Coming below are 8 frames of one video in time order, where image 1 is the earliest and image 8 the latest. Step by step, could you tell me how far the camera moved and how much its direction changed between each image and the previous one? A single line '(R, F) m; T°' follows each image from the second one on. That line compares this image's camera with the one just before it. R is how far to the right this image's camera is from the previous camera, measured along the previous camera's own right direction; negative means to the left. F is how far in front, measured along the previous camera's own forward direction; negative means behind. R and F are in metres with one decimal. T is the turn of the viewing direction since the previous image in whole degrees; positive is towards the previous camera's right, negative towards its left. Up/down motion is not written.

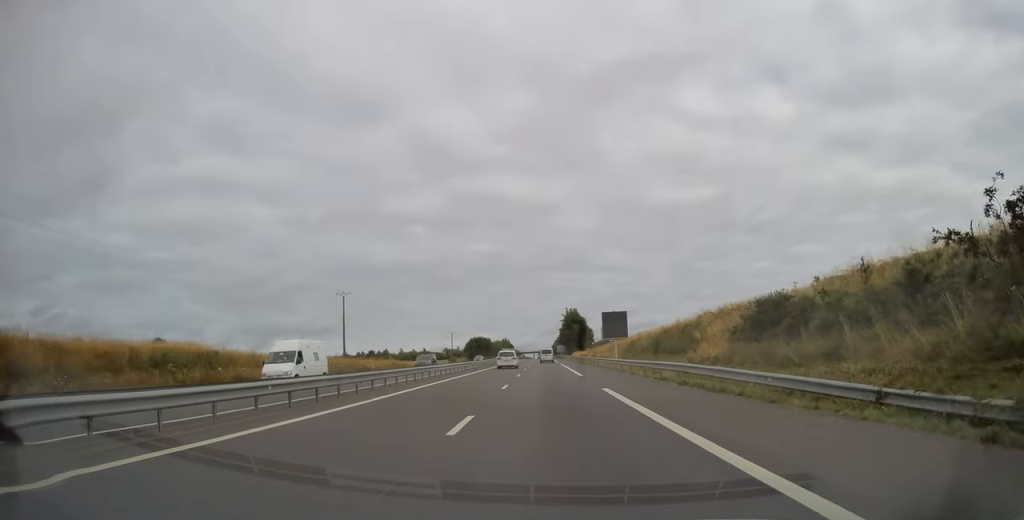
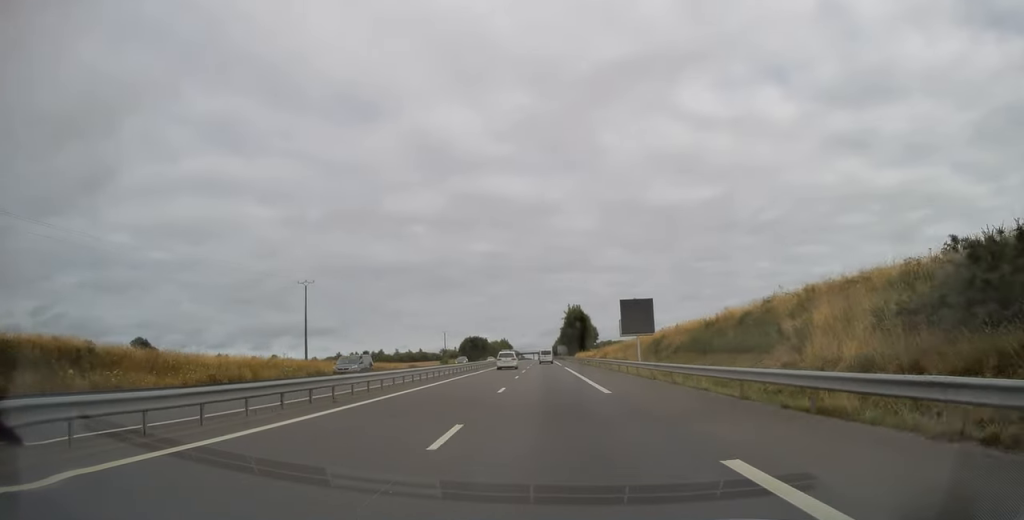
(0.0, +14.4) m; 0°
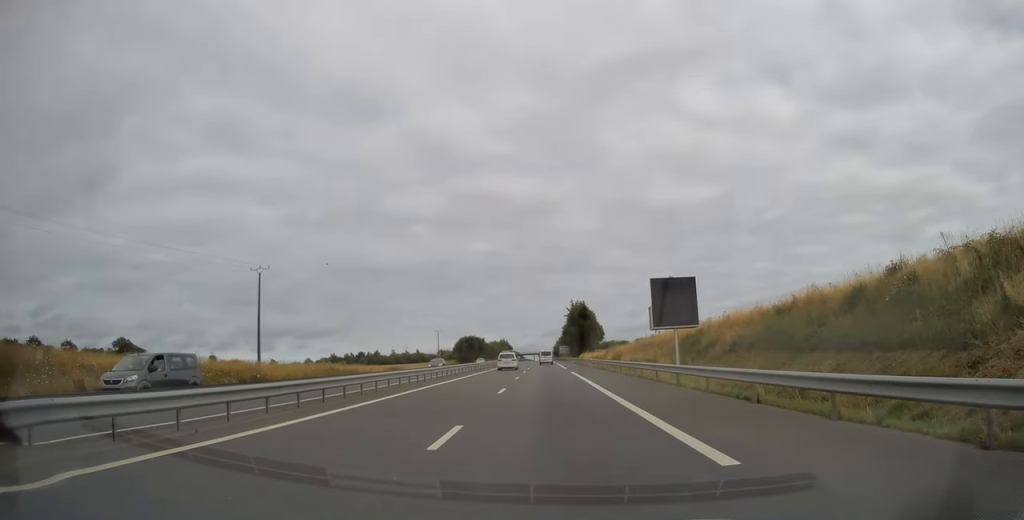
(0.0, +12.9) m; 0°
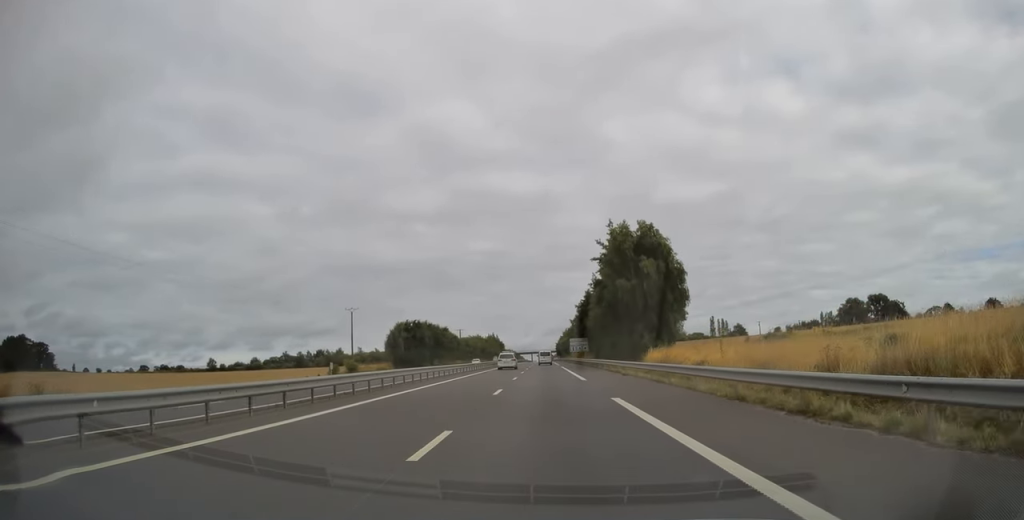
(-0.1, +79.1) m; 0°
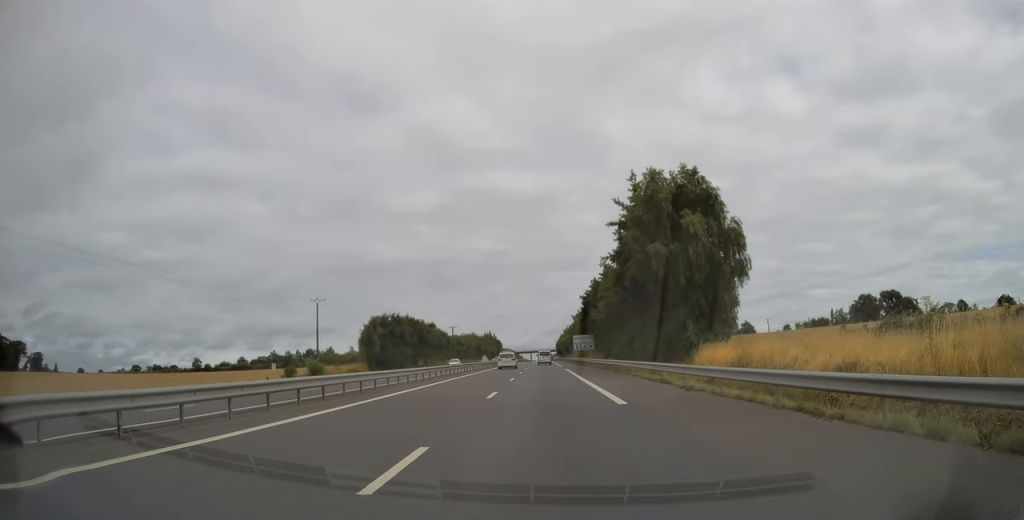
(0.0, +15.0) m; 0°
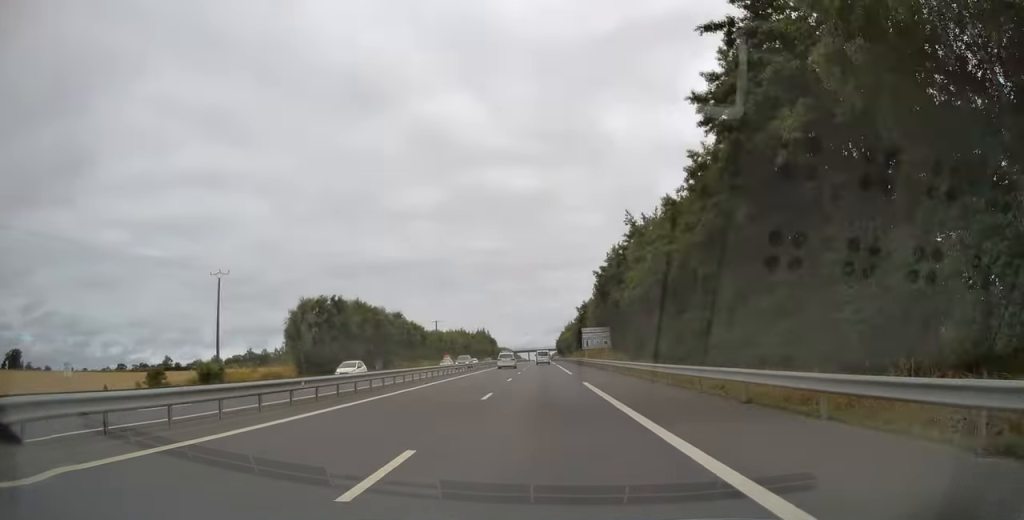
(-0.1, +26.2) m; 0°
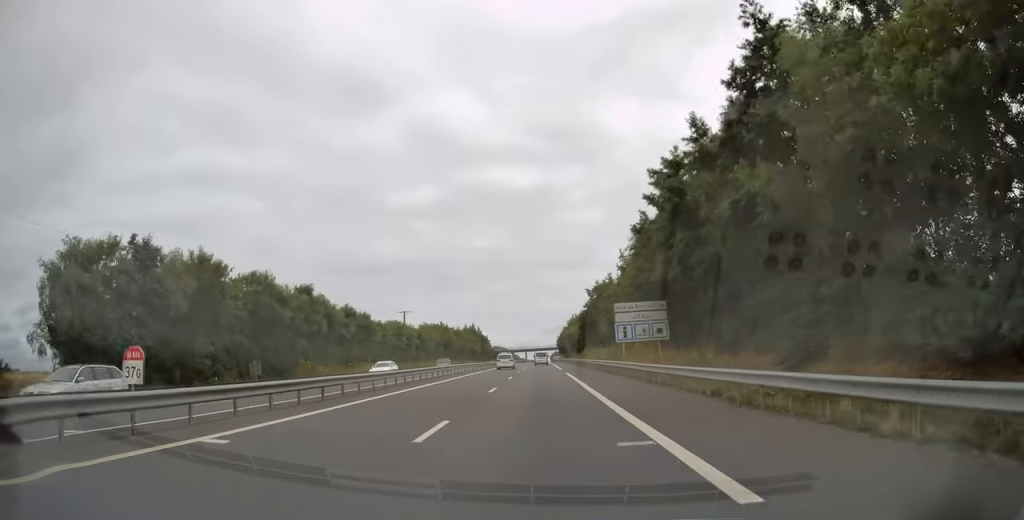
(+0.2, +35.1) m; 0°
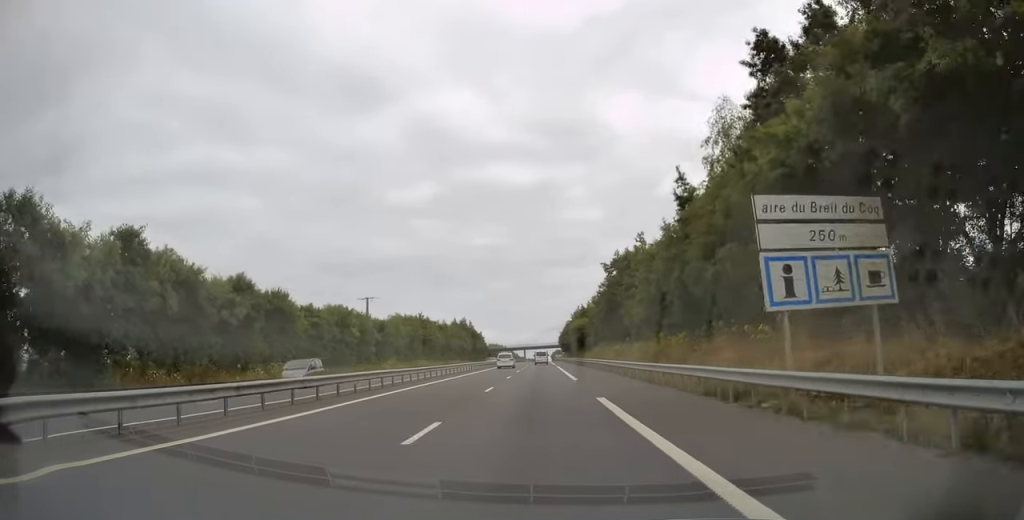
(0.0, +26.3) m; 0°
